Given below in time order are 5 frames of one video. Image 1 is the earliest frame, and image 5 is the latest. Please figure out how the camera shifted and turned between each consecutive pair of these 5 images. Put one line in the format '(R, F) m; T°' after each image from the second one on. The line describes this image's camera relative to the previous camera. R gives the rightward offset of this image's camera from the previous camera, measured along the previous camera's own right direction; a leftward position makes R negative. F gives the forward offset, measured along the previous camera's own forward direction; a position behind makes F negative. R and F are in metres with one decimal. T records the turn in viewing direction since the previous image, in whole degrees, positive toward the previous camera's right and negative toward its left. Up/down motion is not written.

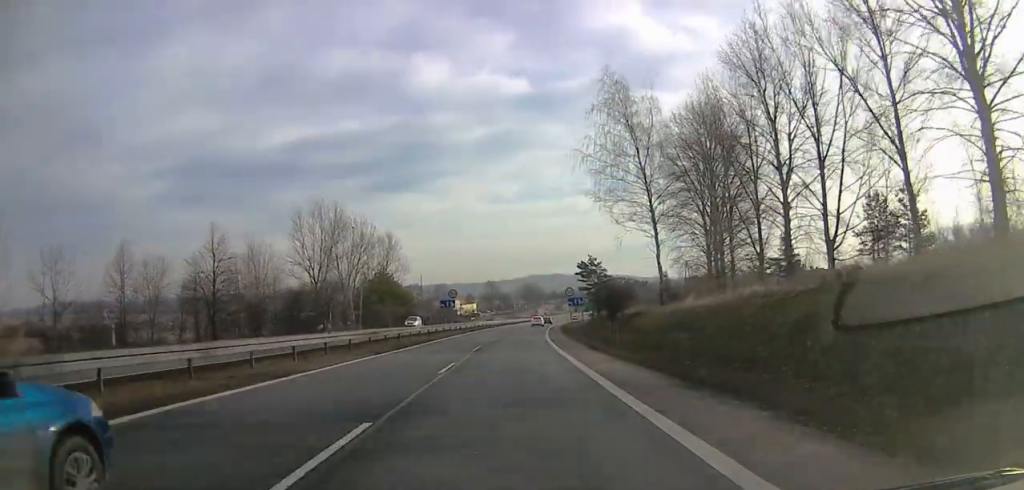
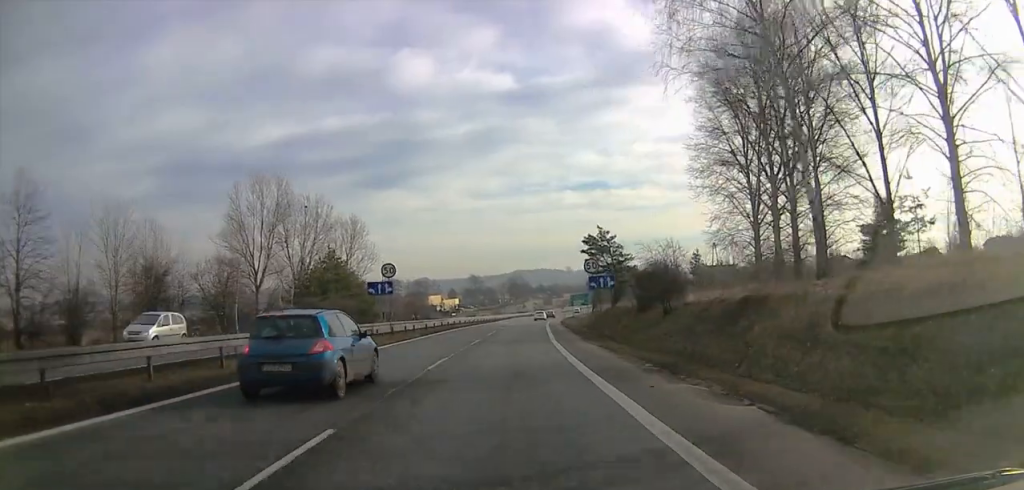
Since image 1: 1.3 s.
(0.0, +25.6) m; 0°
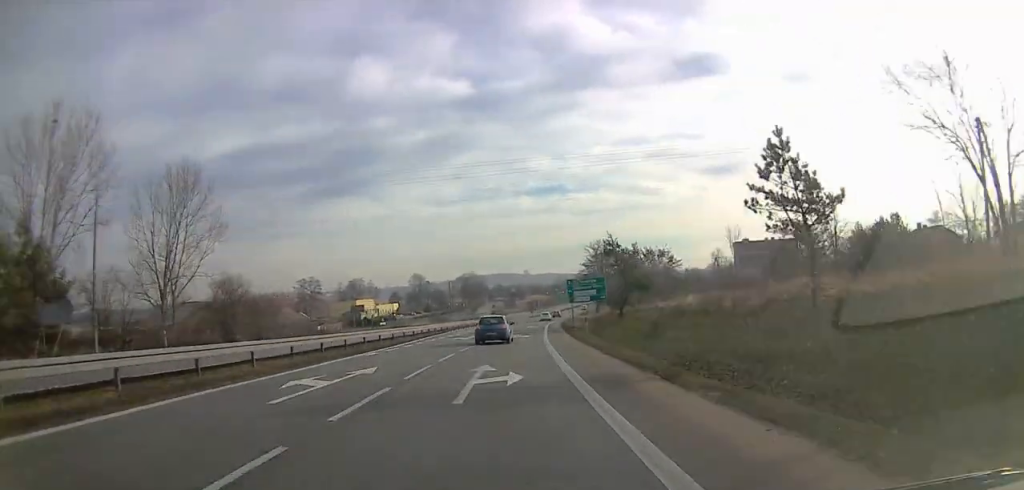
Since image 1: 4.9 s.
(-0.1, +69.5) m; 0°
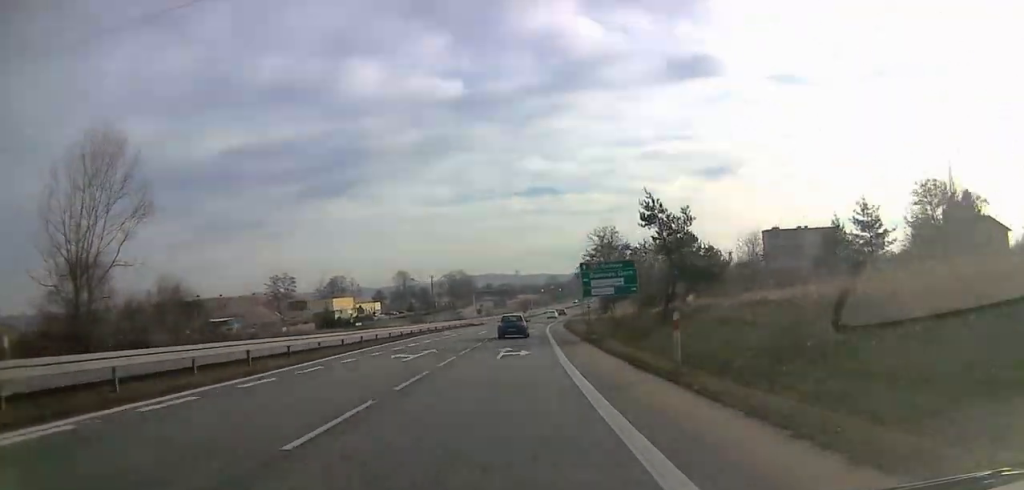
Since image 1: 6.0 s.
(0.0, +20.0) m; 0°
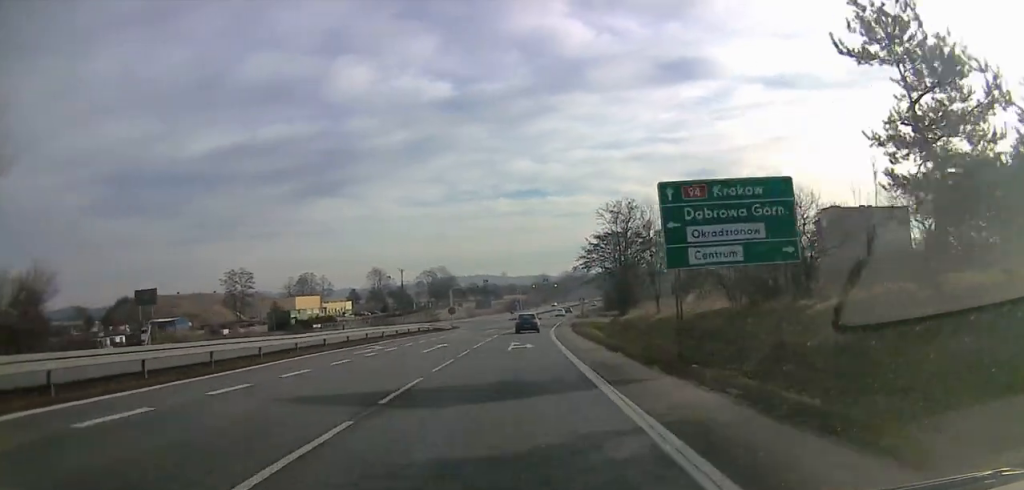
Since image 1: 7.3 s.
(+0.2, +26.3) m; +3°
